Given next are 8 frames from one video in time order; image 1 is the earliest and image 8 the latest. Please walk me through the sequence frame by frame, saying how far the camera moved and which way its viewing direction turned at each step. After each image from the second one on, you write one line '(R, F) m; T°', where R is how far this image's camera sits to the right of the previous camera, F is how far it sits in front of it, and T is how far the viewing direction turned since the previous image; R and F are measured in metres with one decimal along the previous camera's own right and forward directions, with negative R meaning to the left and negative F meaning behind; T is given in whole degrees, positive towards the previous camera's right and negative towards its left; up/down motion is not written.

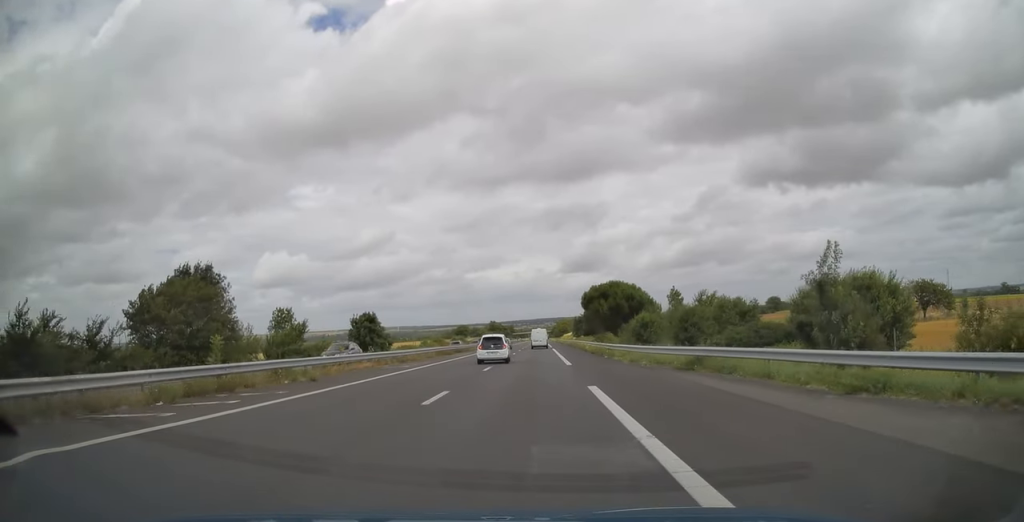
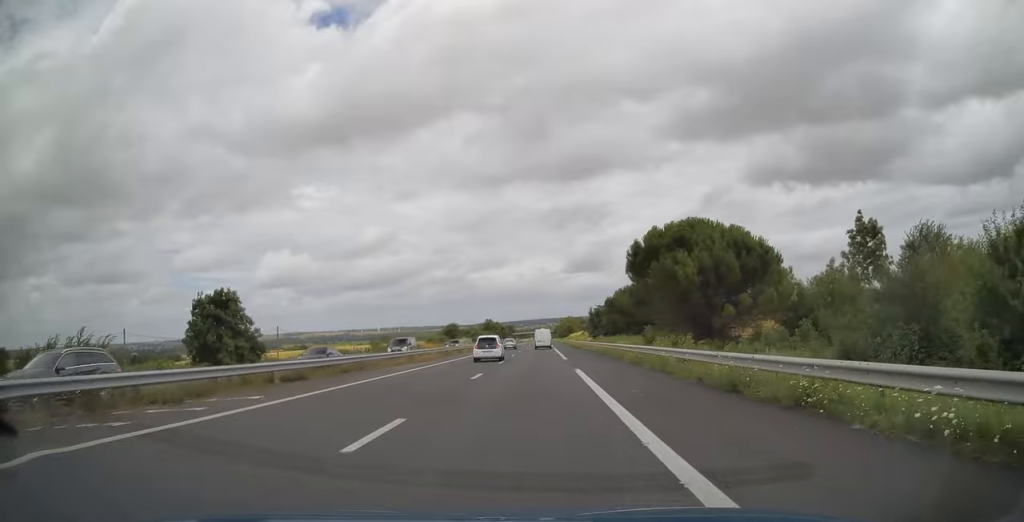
(-0.2, +44.4) m; 0°
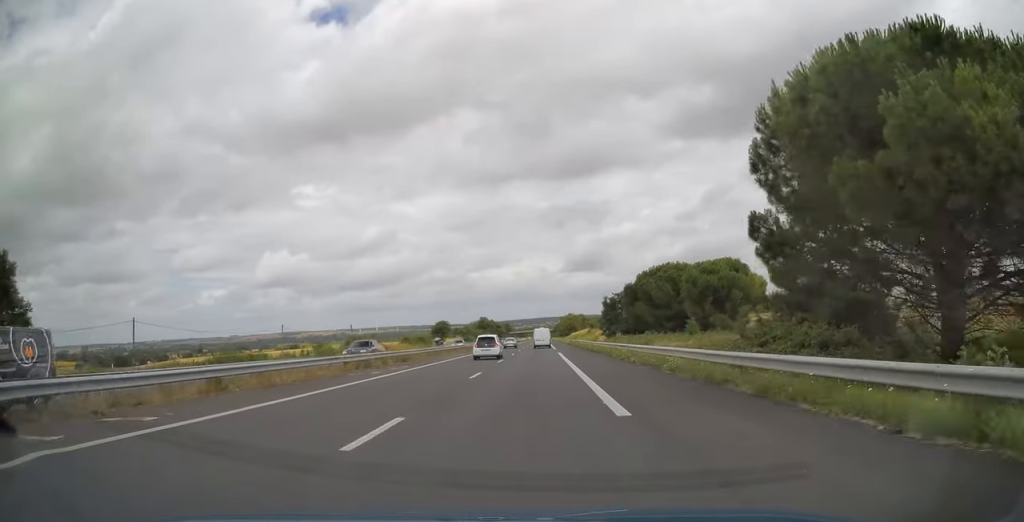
(0.0, +25.9) m; 0°
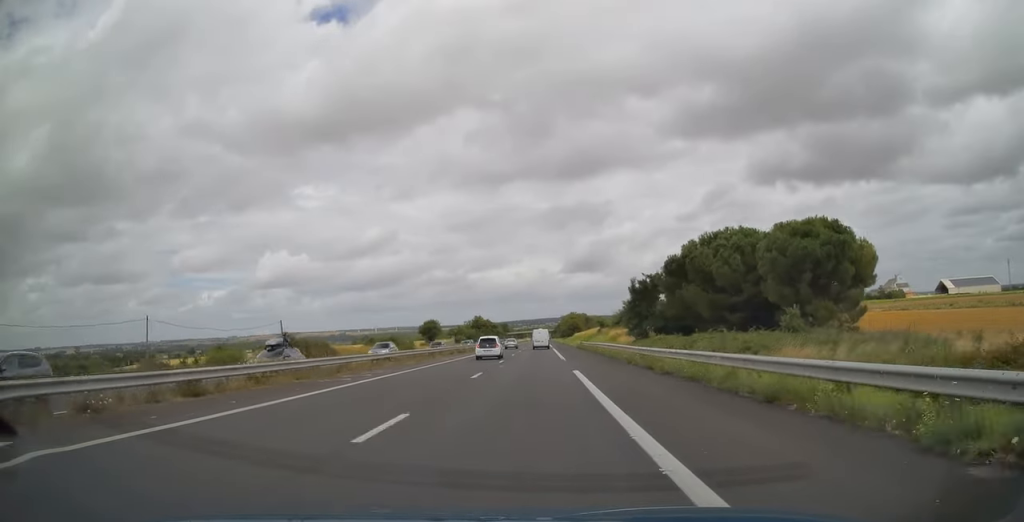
(0.0, +25.2) m; 0°
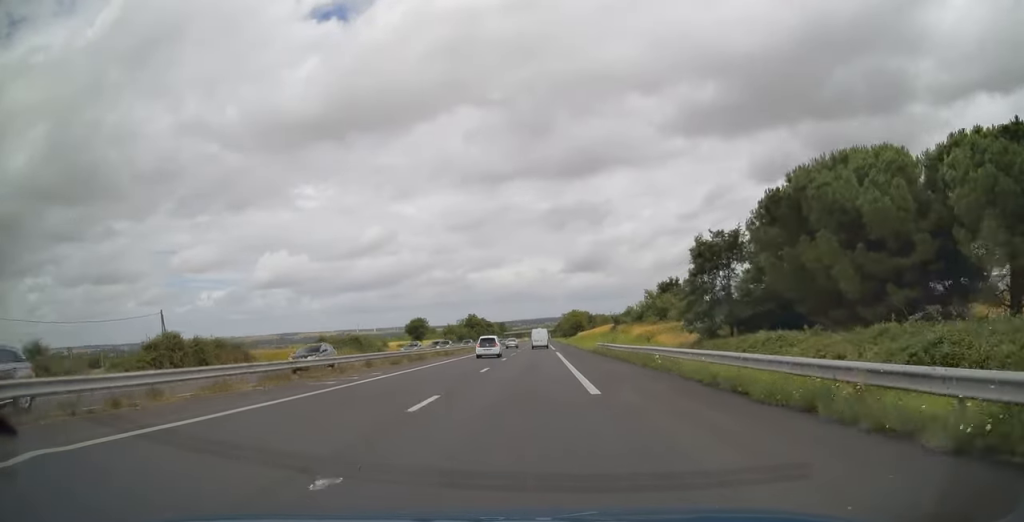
(0.0, +22.9) m; 0°
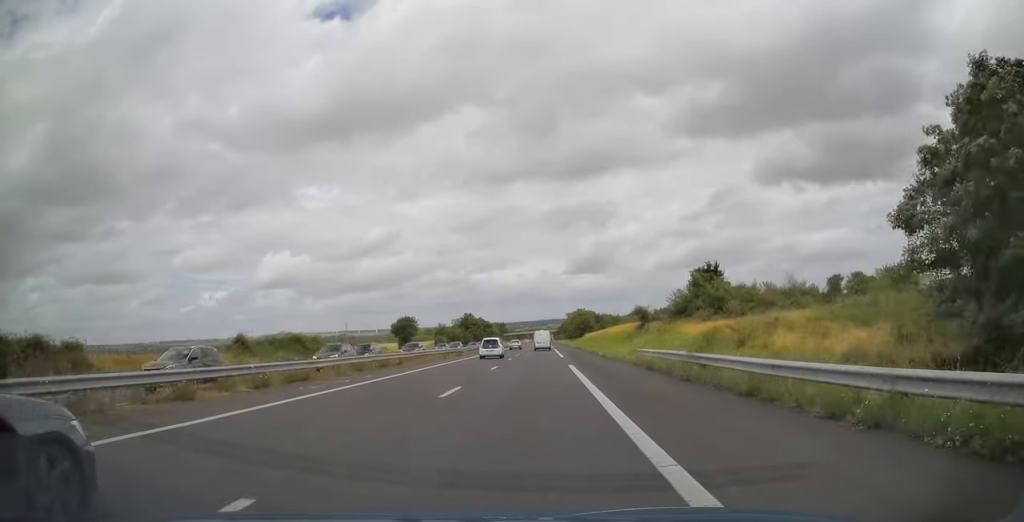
(0.0, +22.9) m; 0°
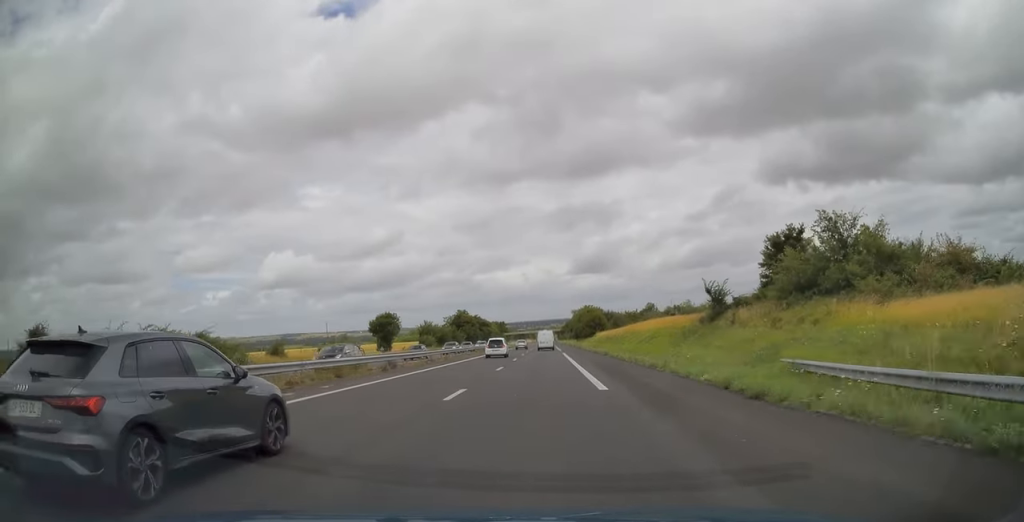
(0.0, +27.2) m; 0°
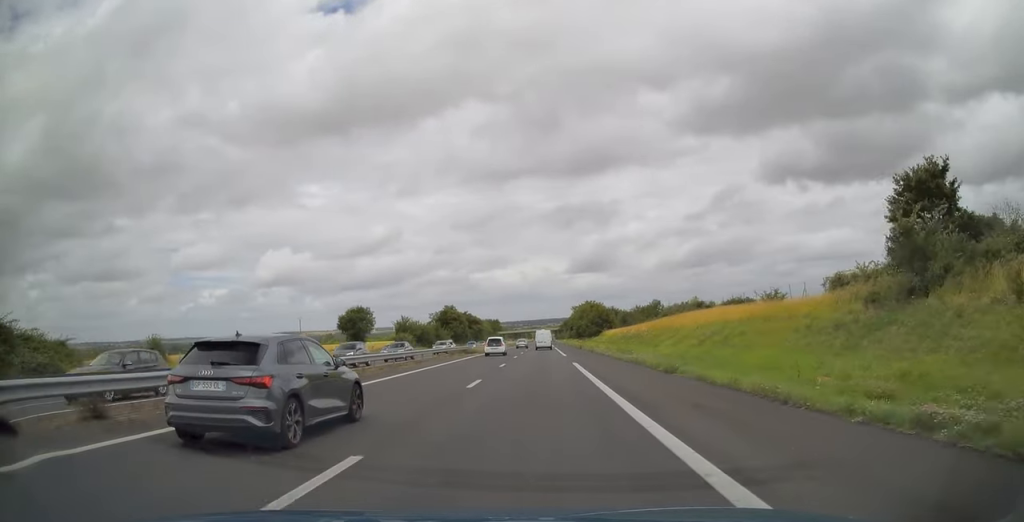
(0.0, +22.8) m; 0°
